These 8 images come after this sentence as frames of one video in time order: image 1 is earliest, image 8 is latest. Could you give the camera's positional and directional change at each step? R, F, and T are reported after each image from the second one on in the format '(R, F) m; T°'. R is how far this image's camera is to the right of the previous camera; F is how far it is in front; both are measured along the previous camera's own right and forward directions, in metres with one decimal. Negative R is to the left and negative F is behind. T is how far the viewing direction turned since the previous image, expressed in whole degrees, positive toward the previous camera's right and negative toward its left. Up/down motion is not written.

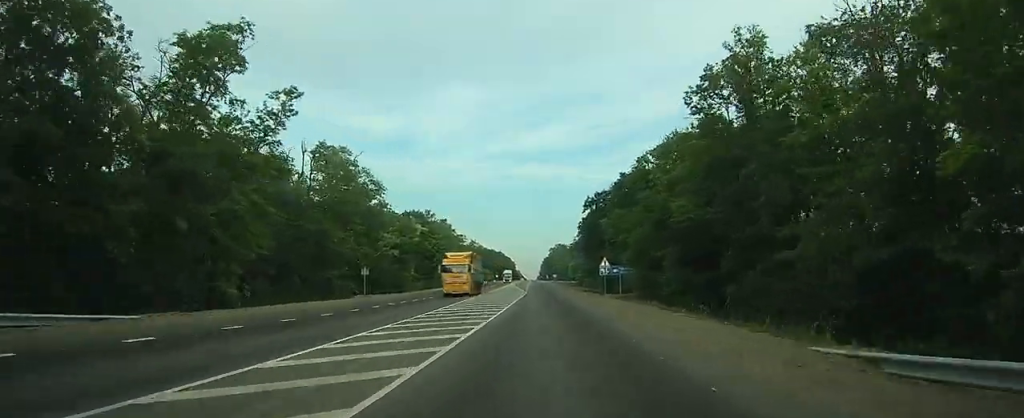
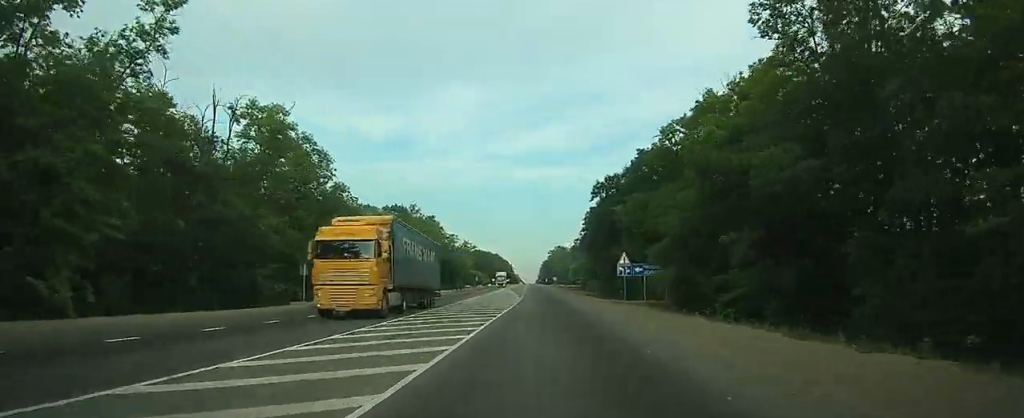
(0.0, +17.2) m; 0°
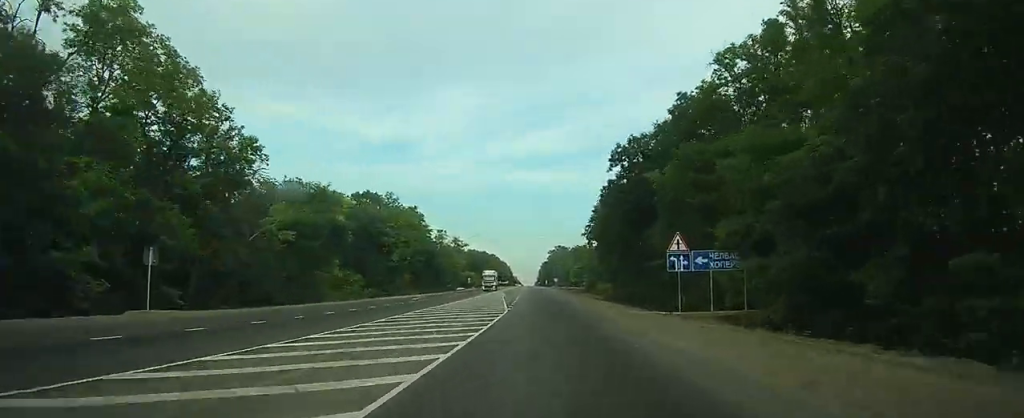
(0.0, +21.8) m; 0°
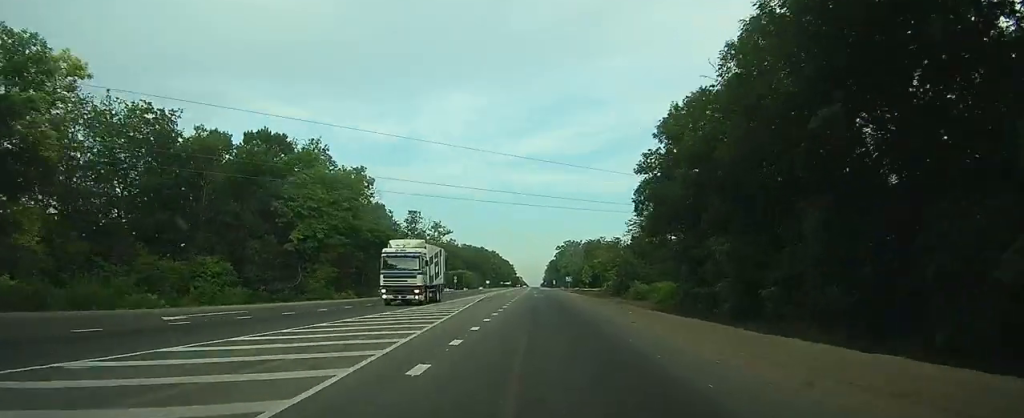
(0.0, +46.1) m; 0°
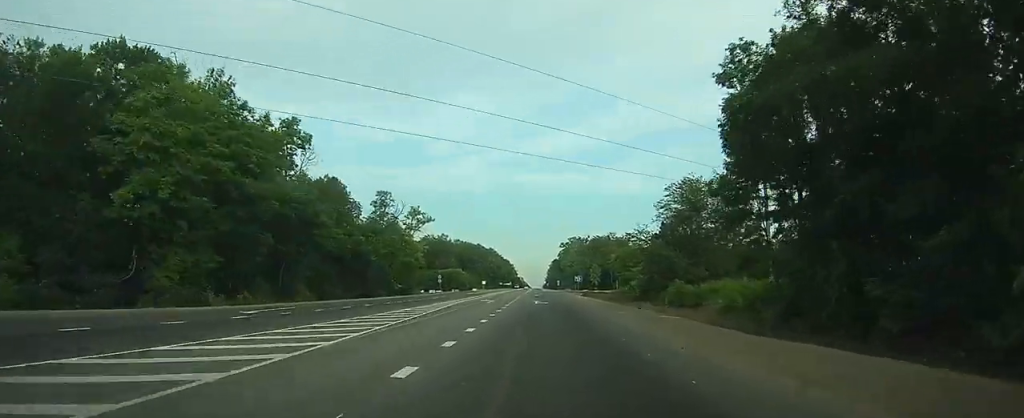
(0.0, +28.3) m; 0°
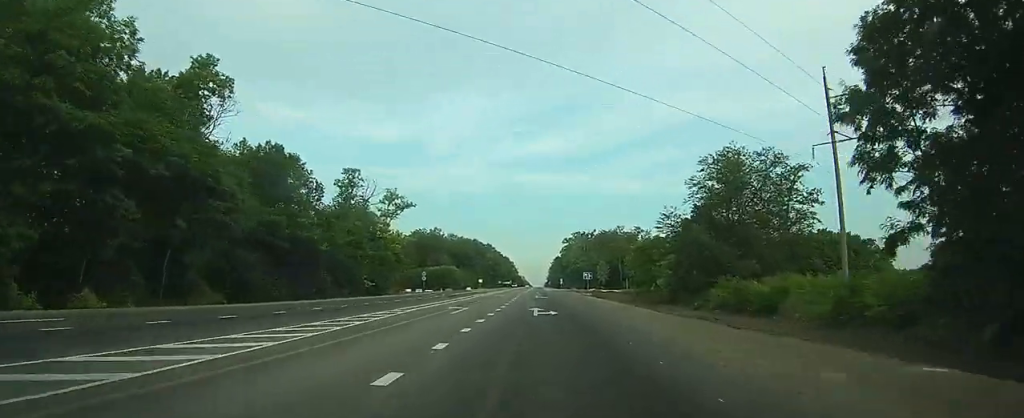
(0.0, +19.4) m; 0°
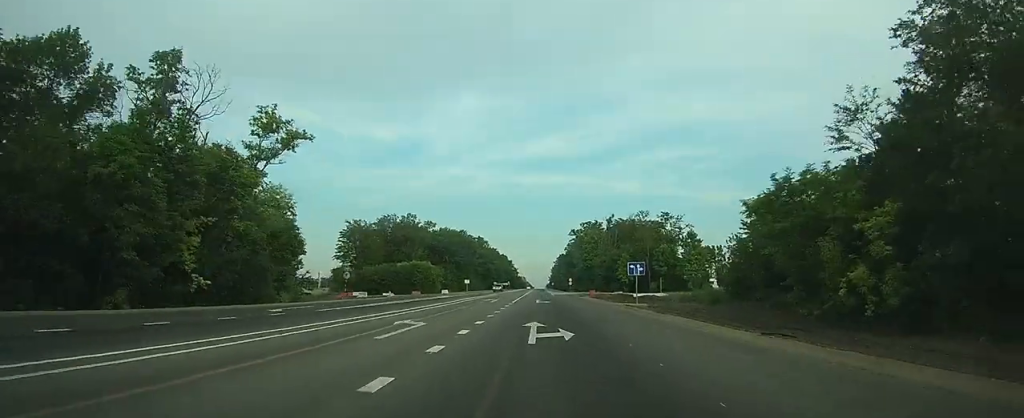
(0.0, +46.4) m; 0°
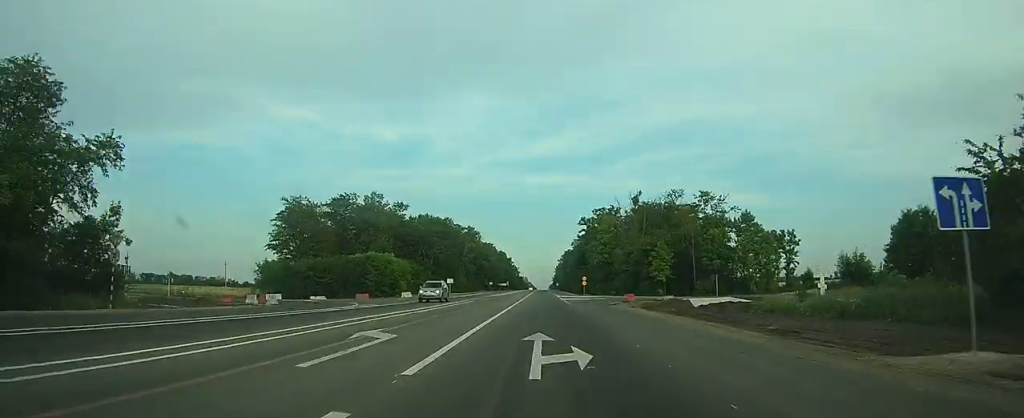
(0.0, +37.6) m; 0°
